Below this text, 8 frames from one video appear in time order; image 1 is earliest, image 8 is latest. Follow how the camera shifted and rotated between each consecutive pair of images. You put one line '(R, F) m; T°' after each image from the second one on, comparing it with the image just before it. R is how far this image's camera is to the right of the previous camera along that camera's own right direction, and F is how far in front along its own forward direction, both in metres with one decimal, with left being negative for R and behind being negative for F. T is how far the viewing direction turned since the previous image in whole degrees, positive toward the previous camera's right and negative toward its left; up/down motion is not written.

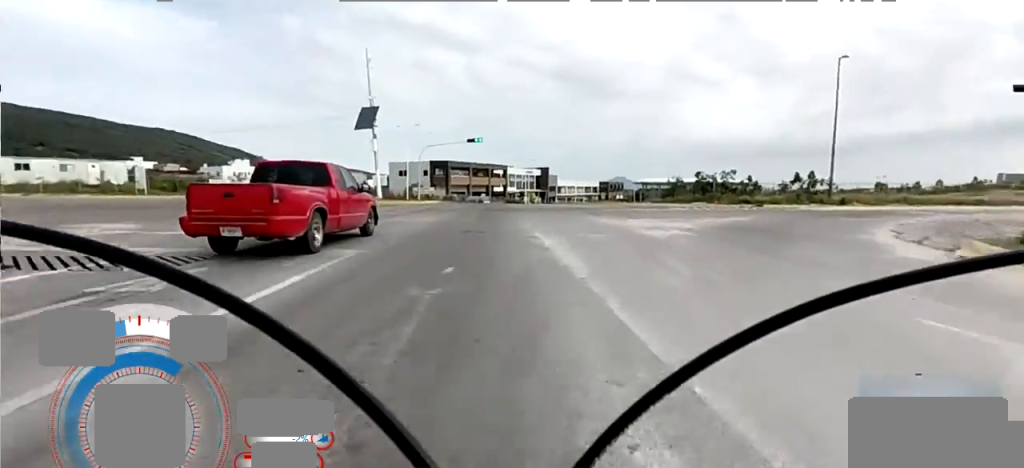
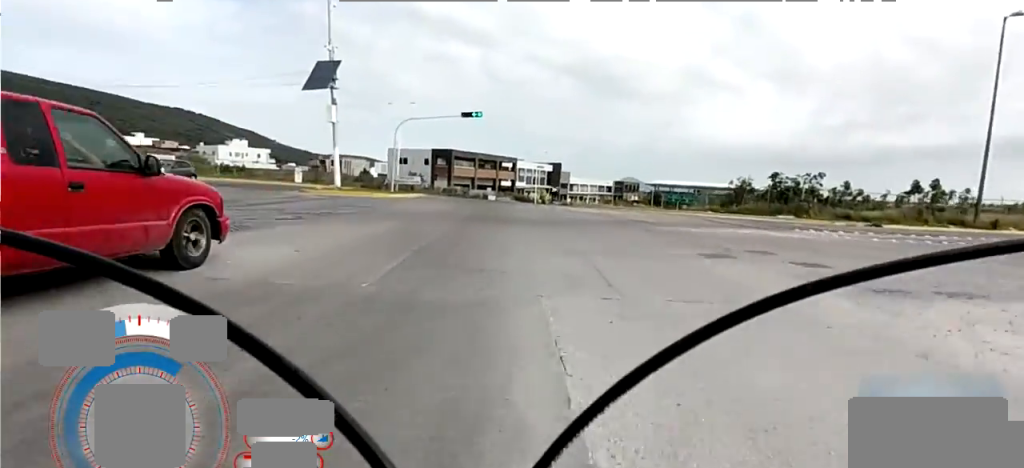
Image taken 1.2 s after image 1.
(+0.9, +12.9) m; +4°
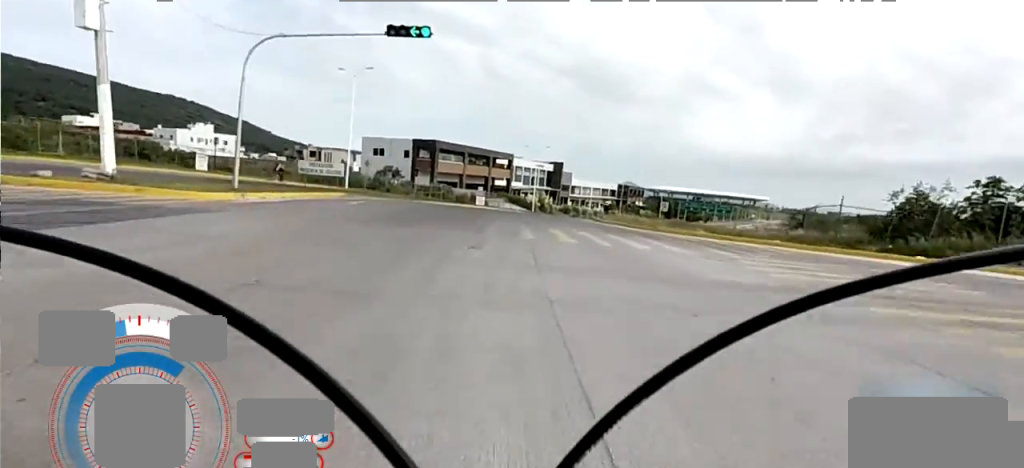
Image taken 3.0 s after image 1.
(+0.8, +18.5) m; +7°
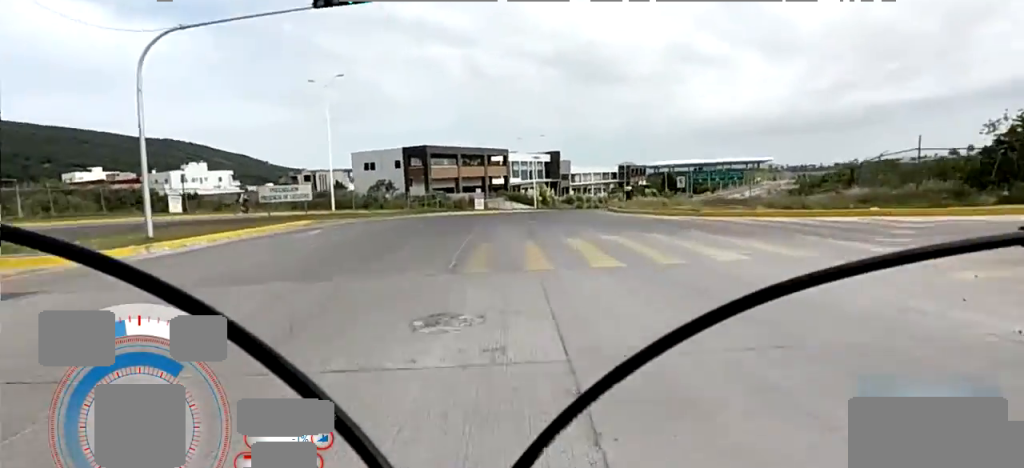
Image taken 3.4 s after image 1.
(+0.2, +4.2) m; +2°
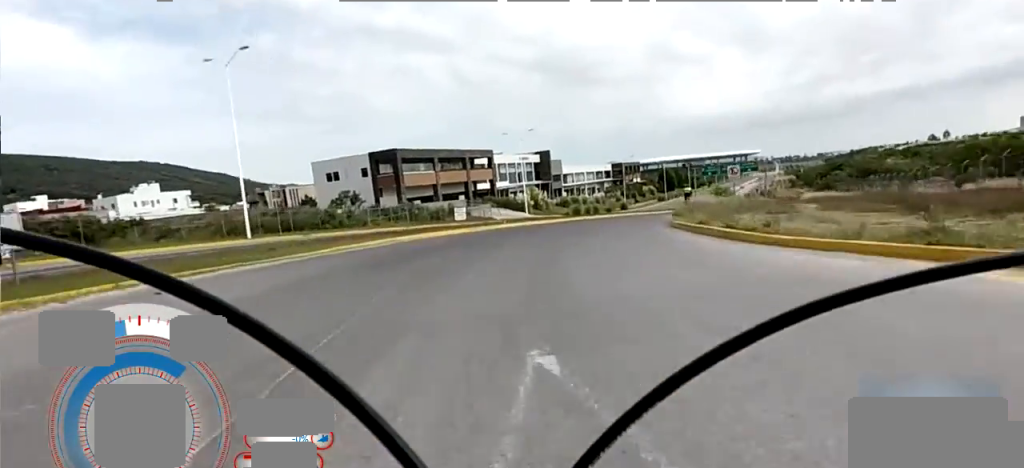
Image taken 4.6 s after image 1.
(+0.3, +12.7) m; +2°
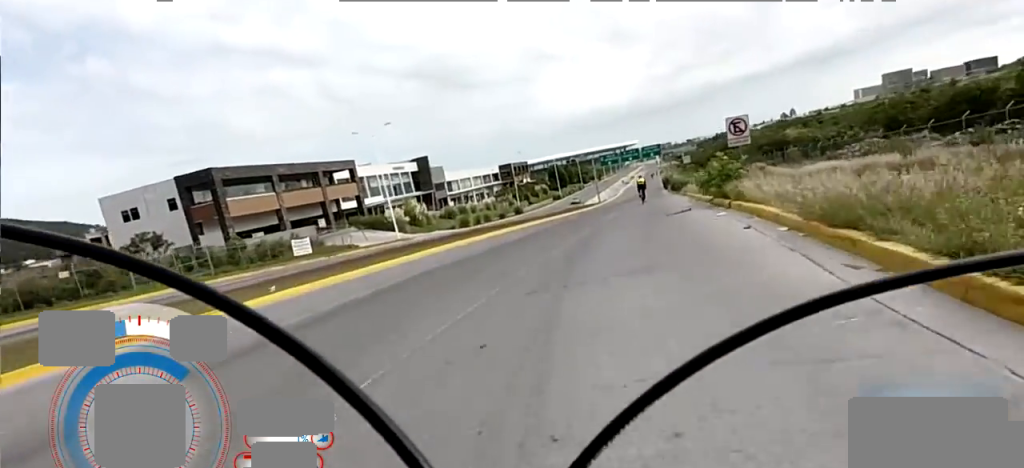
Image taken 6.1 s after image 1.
(0.0, +15.4) m; 0°
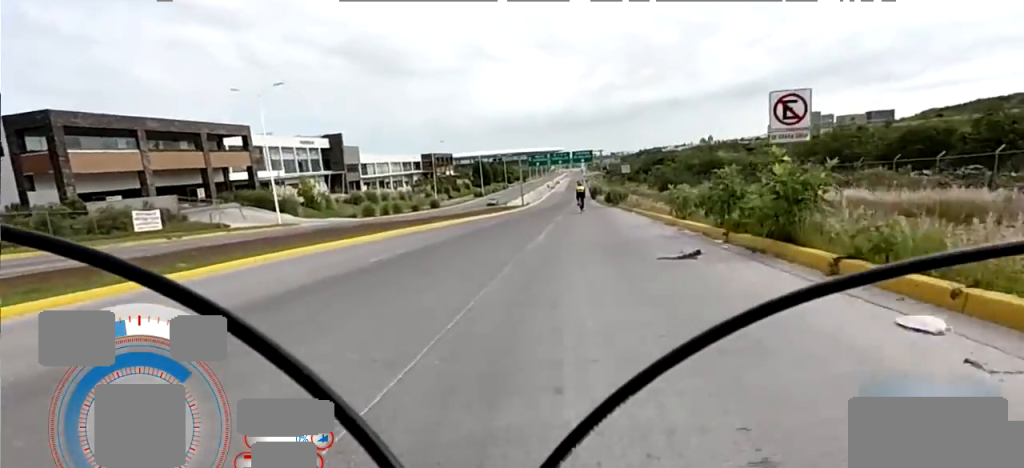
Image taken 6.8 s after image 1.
(0.0, +6.9) m; 0°
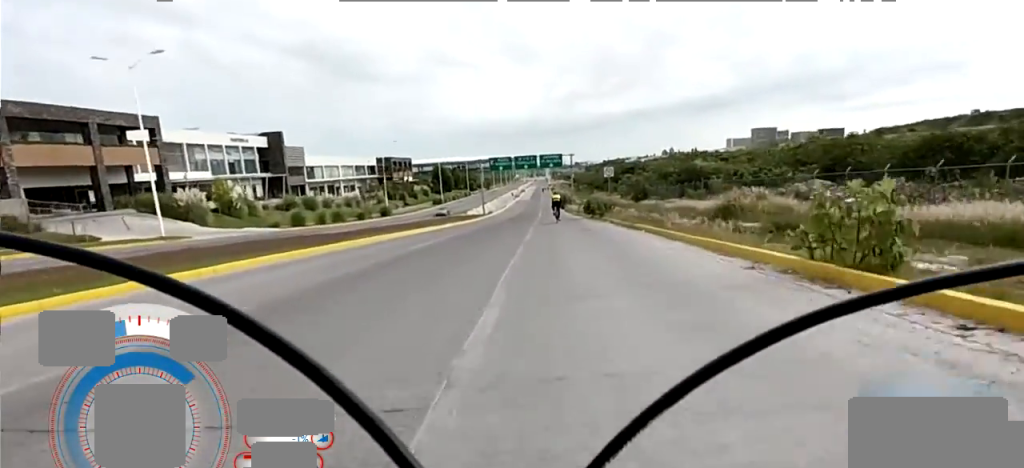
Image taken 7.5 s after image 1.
(0.0, +8.1) m; +1°
